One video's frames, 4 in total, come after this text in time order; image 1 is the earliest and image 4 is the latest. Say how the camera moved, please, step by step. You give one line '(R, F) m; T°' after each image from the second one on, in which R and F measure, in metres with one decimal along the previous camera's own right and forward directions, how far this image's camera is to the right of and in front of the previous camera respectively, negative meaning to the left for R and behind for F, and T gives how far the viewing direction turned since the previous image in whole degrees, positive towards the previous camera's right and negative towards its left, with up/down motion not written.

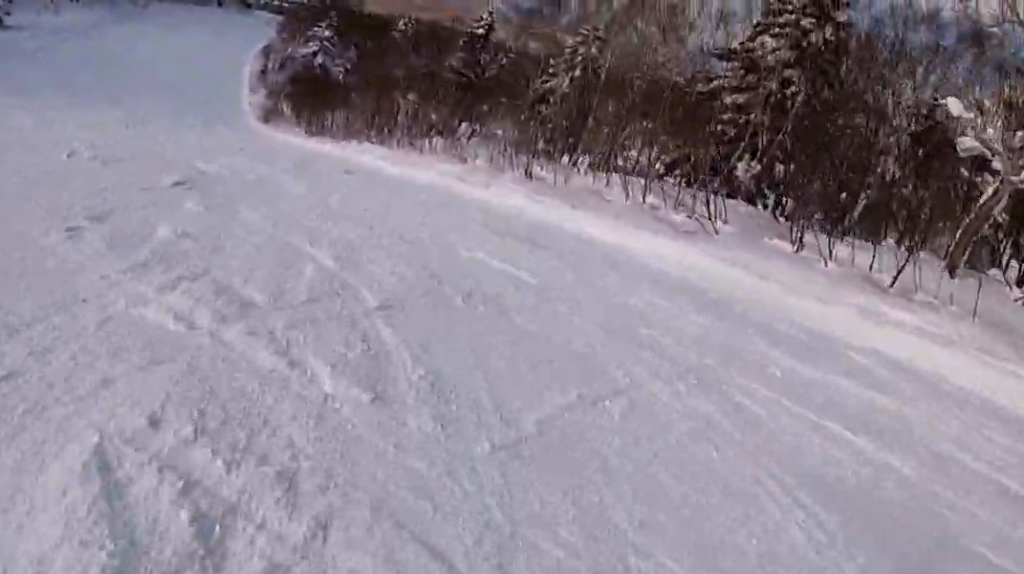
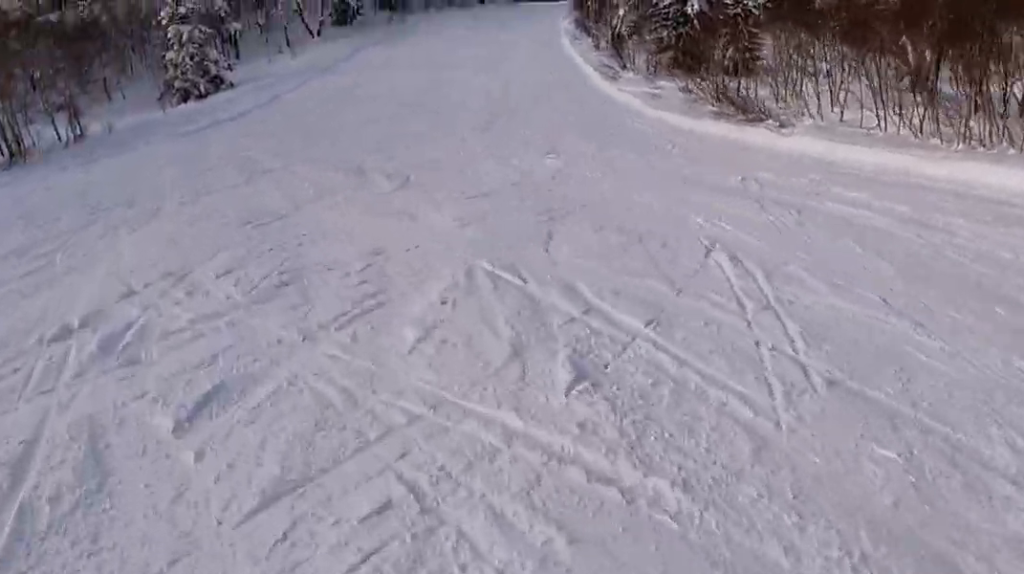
(-12.2, +36.5) m; -30°
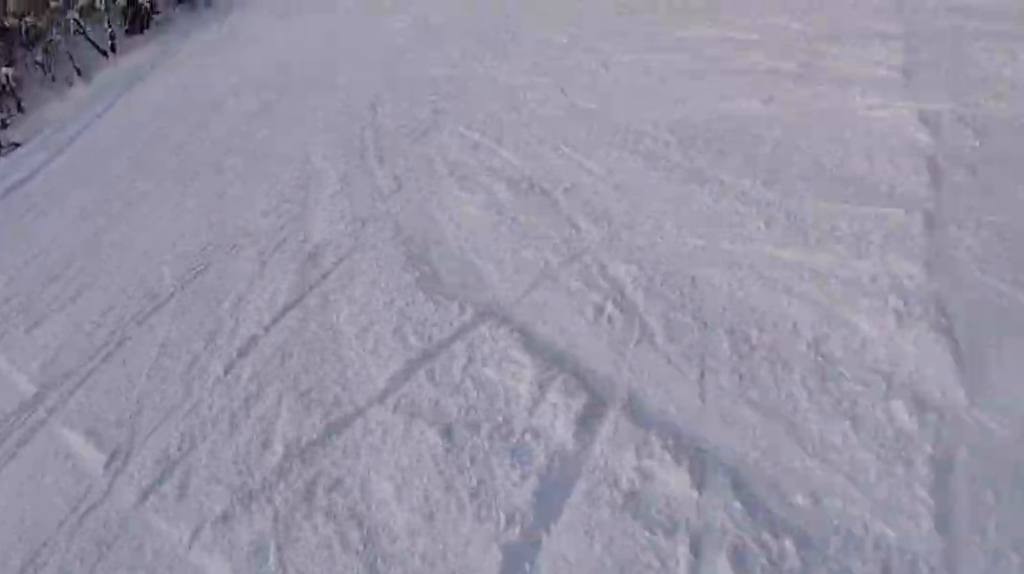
(+0.1, +19.8) m; +6°
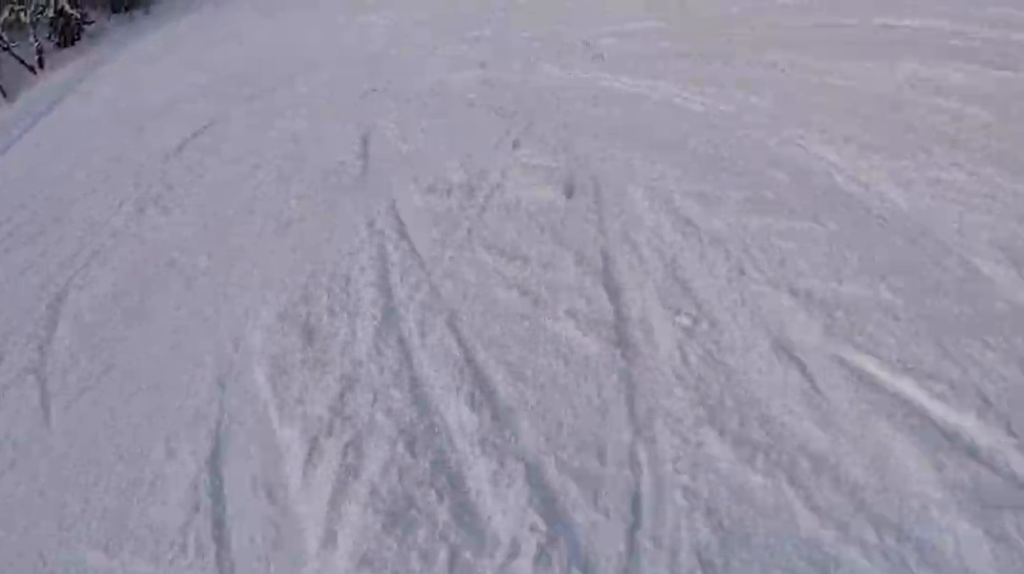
(-0.4, +6.2) m; +8°
